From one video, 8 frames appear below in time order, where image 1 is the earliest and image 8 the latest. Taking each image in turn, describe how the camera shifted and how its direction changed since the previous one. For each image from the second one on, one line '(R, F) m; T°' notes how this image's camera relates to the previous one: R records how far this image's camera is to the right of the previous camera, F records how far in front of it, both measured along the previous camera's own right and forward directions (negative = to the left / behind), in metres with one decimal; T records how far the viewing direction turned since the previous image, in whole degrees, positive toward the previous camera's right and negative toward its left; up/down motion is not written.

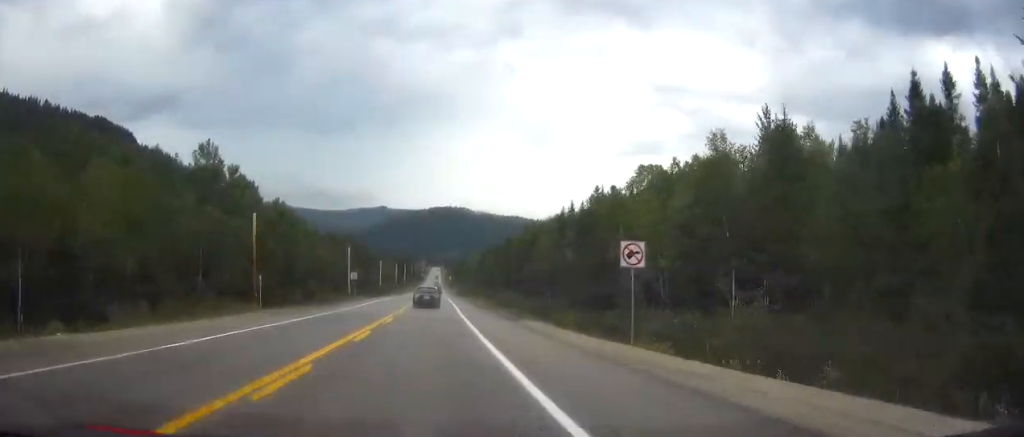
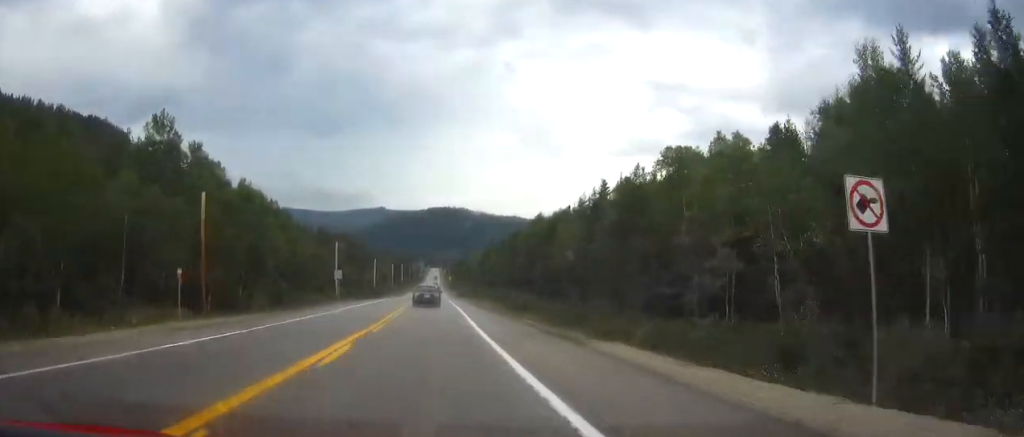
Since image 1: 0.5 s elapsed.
(0.0, +14.0) m; 0°
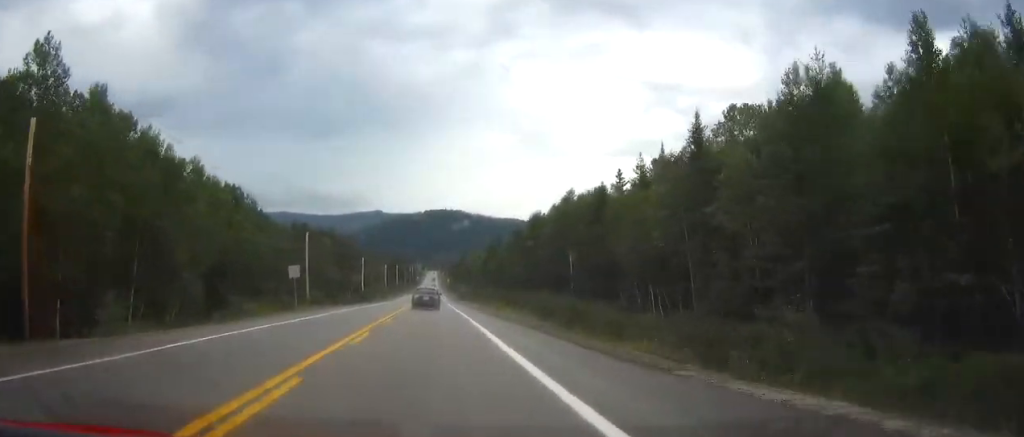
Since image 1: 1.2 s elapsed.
(+0.1, +23.1) m; 0°
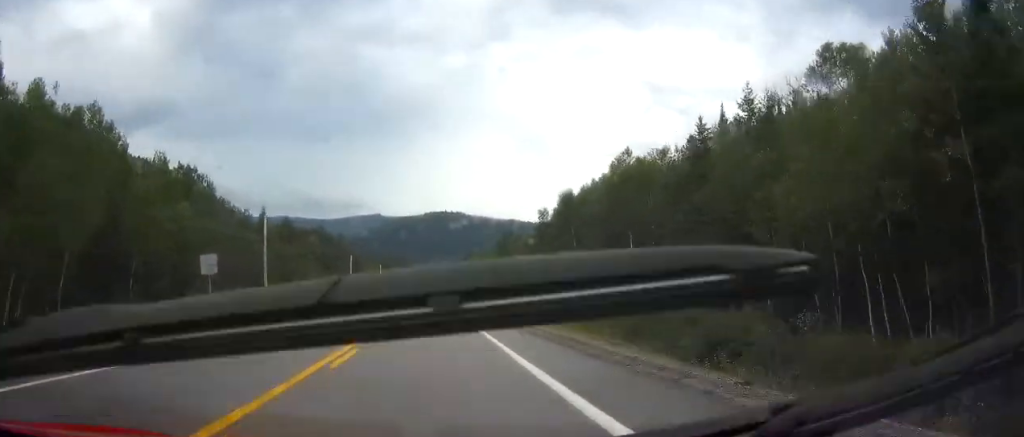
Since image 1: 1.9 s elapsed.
(0.0, +21.1) m; 0°
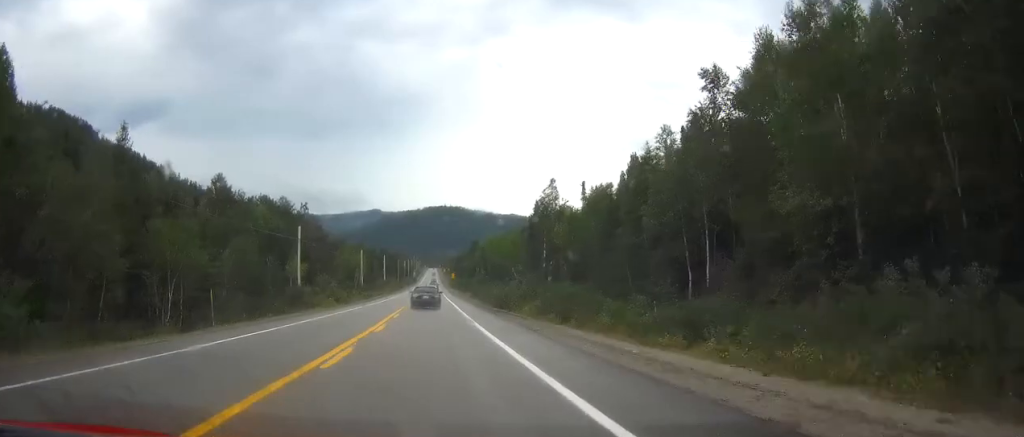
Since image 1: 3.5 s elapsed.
(+0.1, +45.9) m; 0°
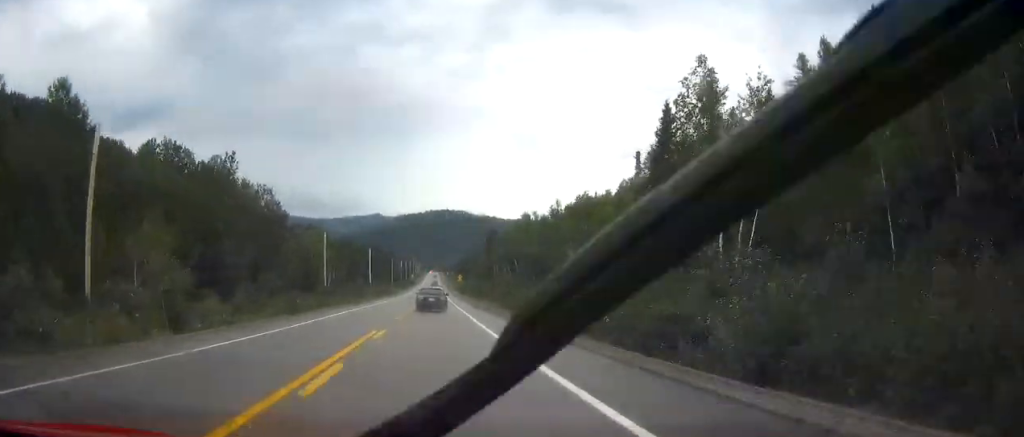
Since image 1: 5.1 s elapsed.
(0.0, +47.6) m; 0°
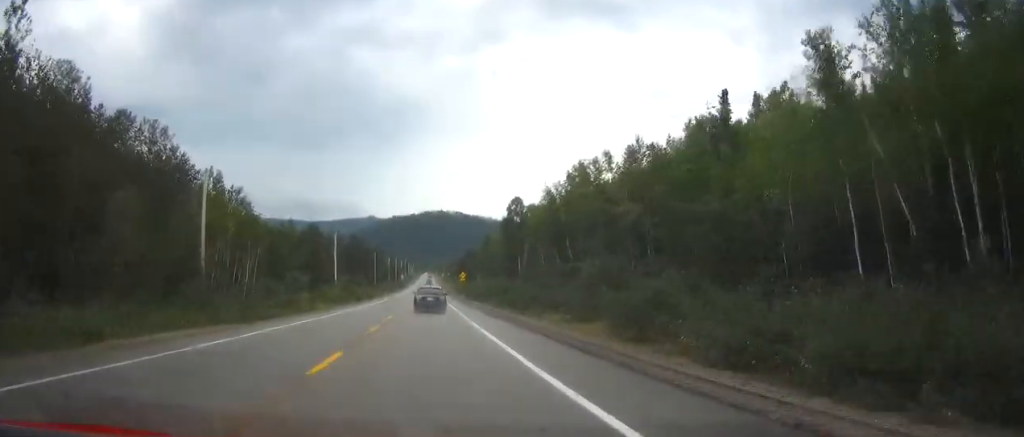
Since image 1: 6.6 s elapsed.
(0.0, +45.3) m; 0°
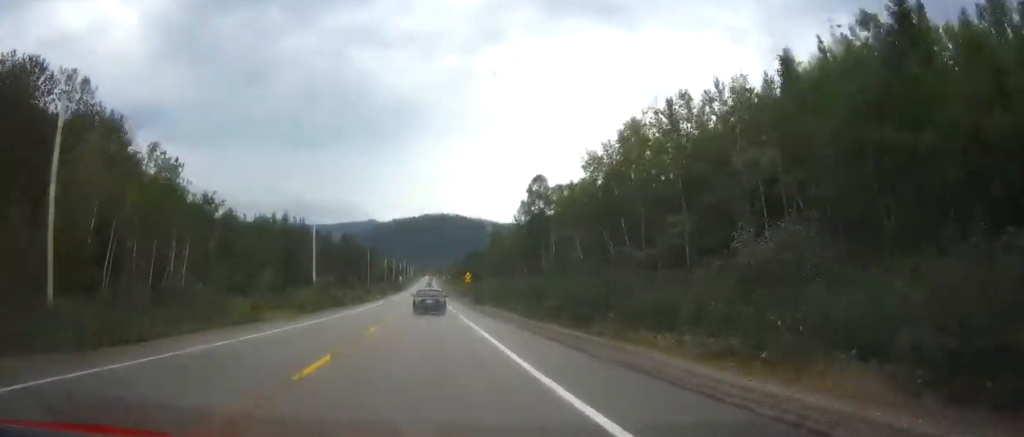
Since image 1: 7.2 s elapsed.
(0.0, +18.7) m; 0°
